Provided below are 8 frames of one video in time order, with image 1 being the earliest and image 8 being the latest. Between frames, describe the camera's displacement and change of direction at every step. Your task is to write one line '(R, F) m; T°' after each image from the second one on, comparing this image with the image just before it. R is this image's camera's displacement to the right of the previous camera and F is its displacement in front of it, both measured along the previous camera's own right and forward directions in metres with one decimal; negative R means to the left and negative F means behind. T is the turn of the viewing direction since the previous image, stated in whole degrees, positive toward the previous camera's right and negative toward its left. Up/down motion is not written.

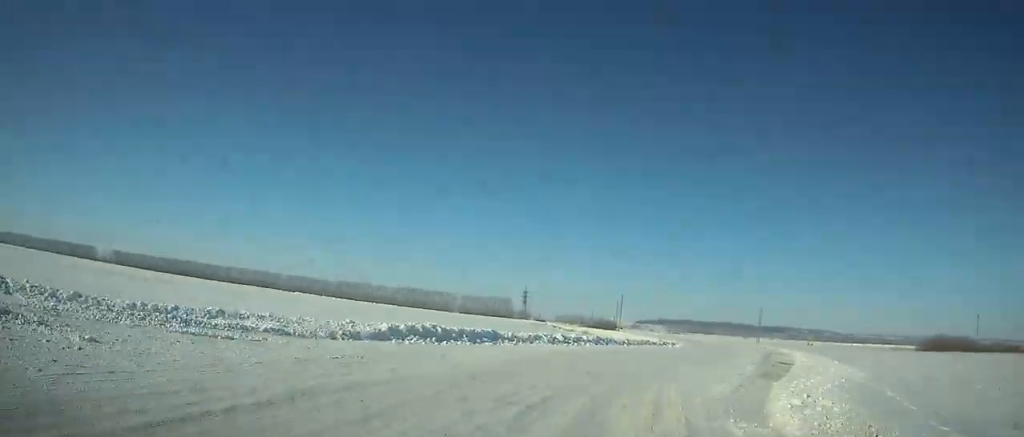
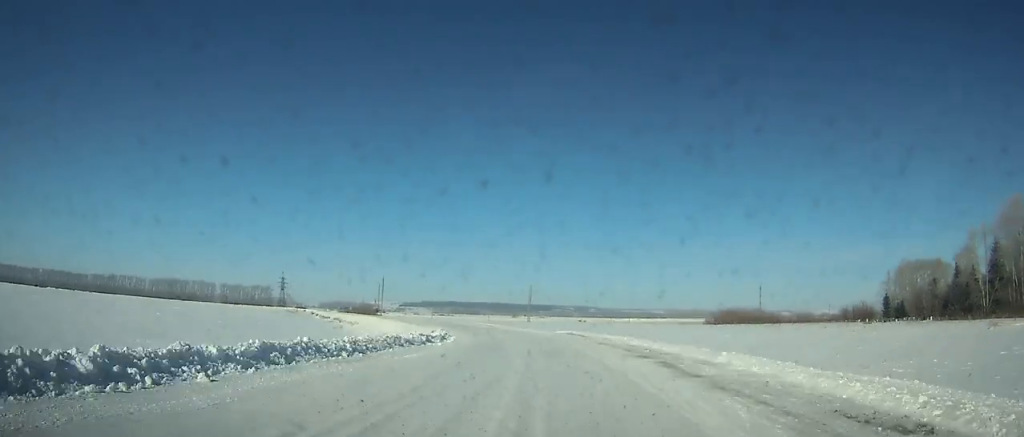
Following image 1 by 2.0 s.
(+3.4, +19.5) m; +14°
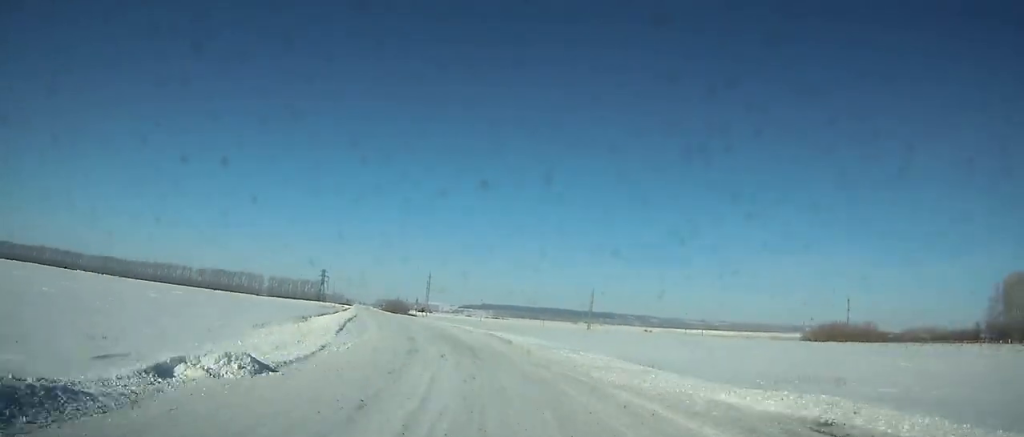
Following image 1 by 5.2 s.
(+4.8, +34.5) m; +2°
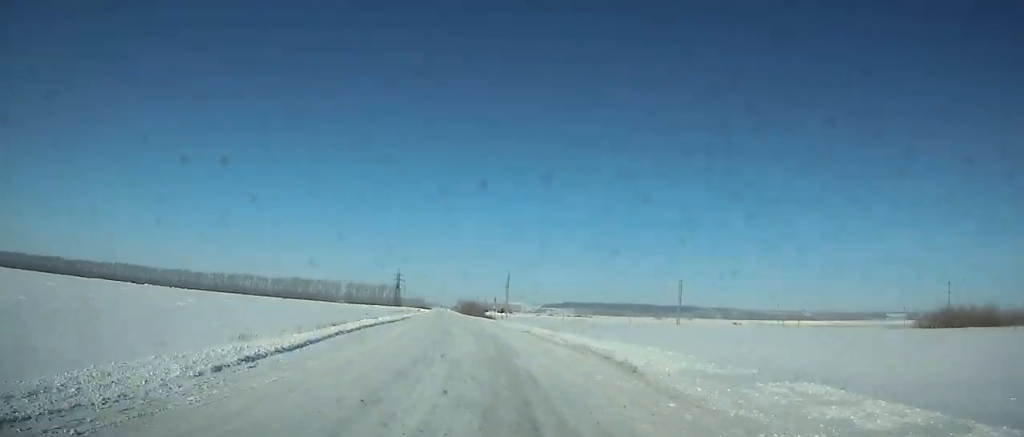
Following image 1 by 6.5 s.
(-0.3, +15.0) m; -5°
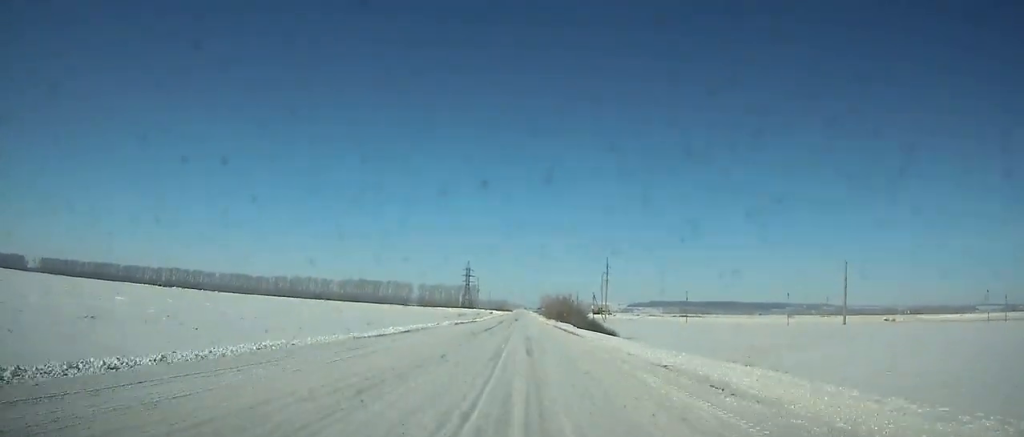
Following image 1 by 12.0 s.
(-8.6, +72.0) m; -9°
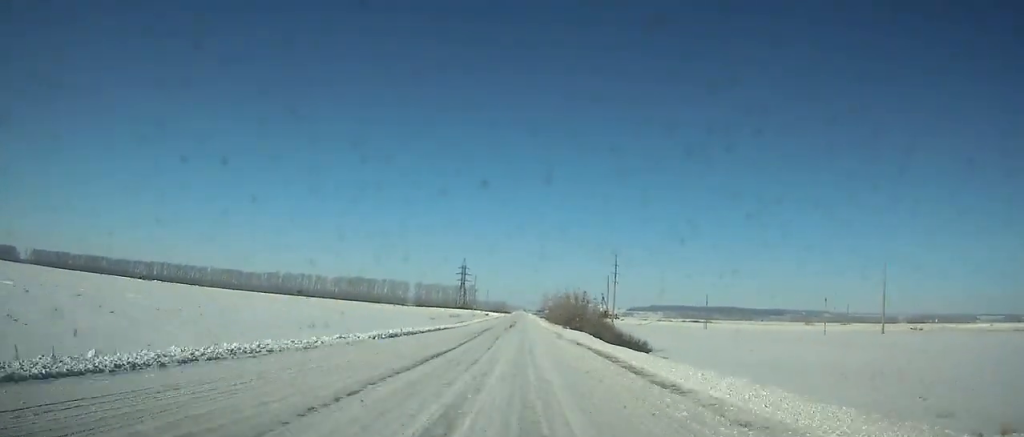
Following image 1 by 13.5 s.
(-0.1, +21.5) m; 0°
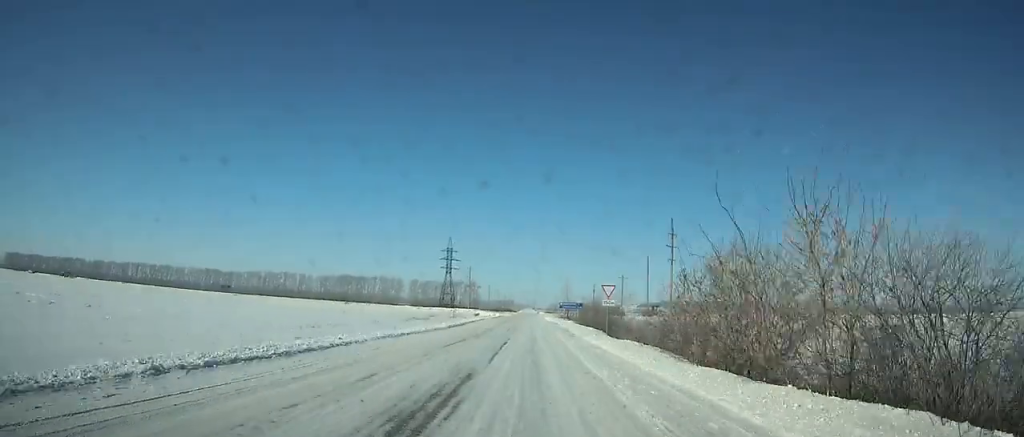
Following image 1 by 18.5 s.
(-0.1, +74.3) m; 0°
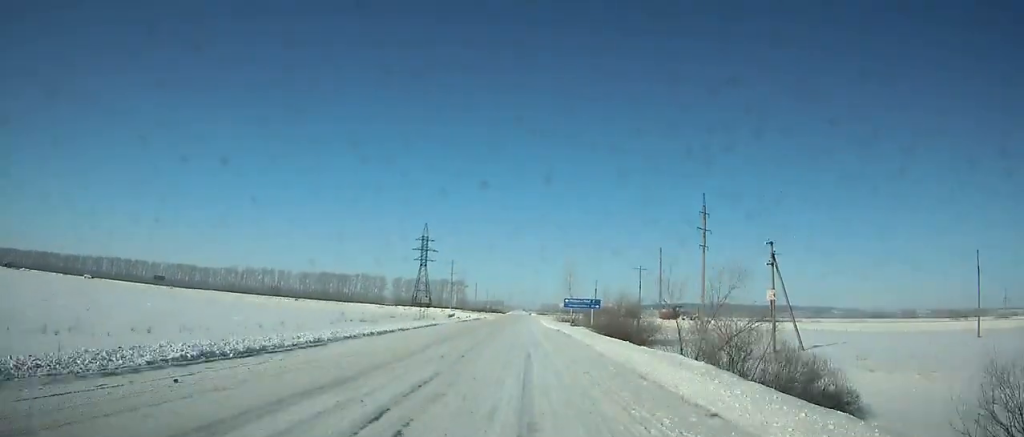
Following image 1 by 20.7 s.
(+0.1, +30.6) m; 0°
